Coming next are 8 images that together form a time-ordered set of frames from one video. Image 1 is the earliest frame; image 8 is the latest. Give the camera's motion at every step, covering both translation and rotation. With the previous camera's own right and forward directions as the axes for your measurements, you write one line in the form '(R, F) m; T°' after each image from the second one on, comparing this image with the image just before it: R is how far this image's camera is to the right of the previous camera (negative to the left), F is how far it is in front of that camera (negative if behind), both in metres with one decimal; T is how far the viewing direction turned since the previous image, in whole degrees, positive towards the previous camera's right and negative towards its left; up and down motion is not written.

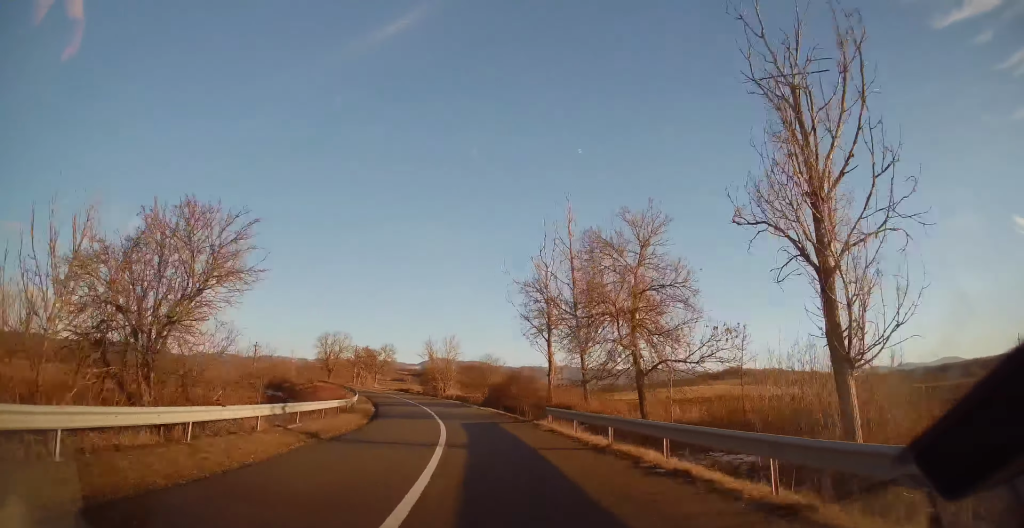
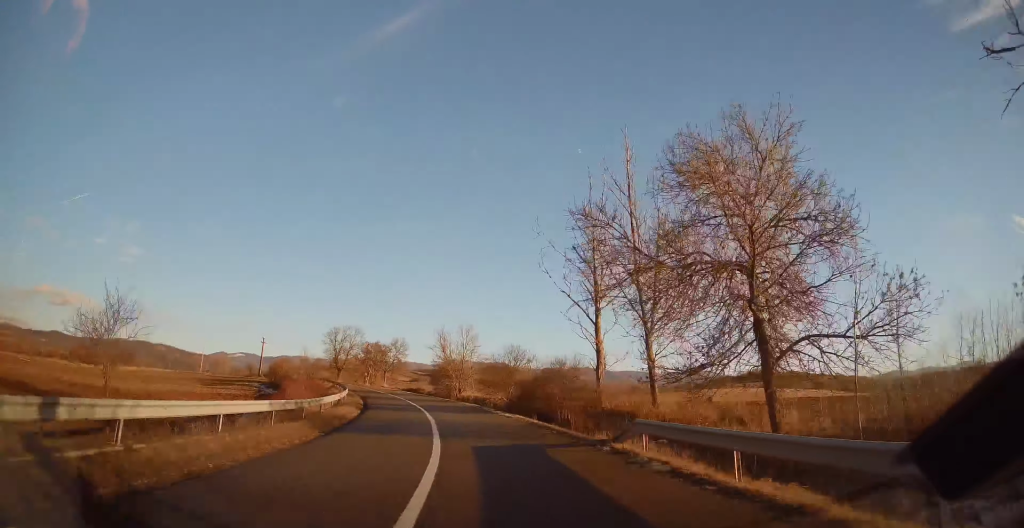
(-0.4, +10.7) m; -2°
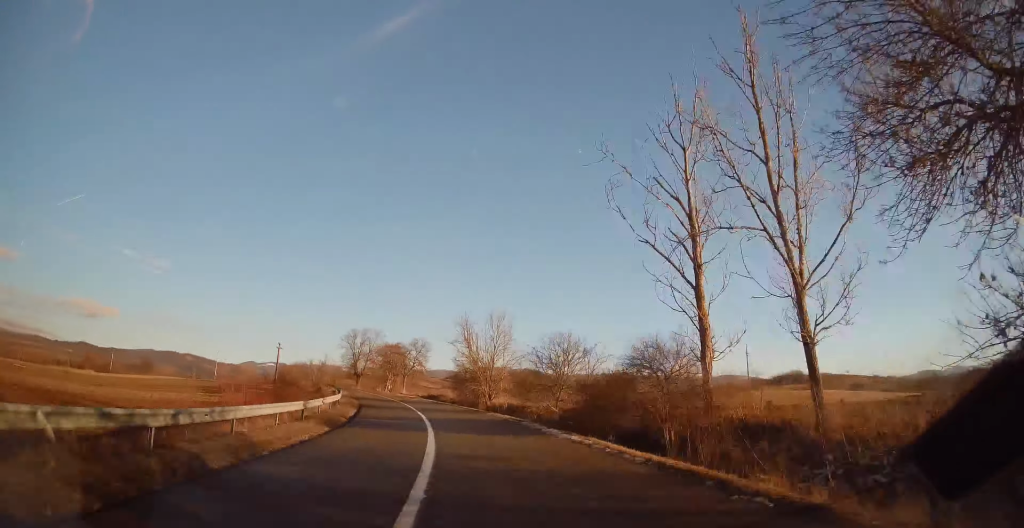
(-0.3, +11.4) m; -3°
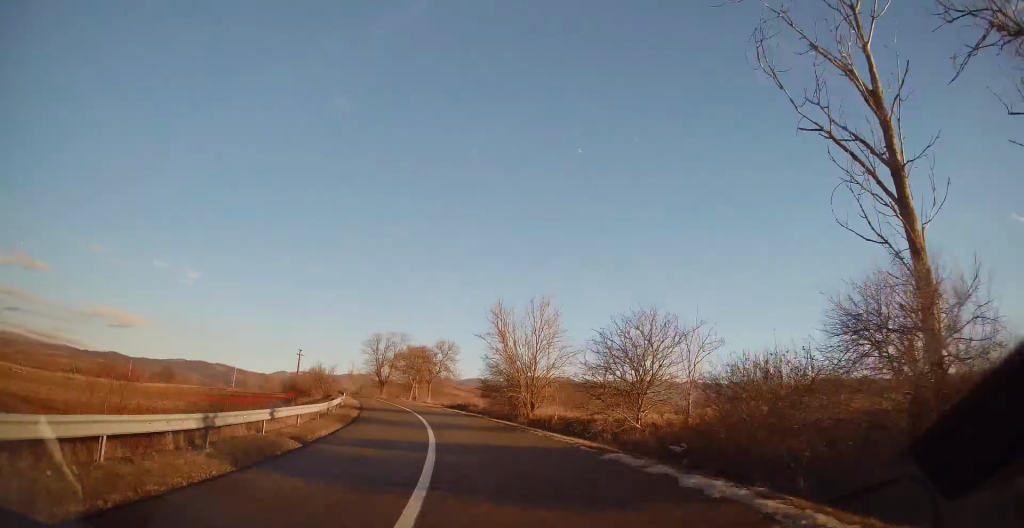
(0.0, +9.9) m; -3°
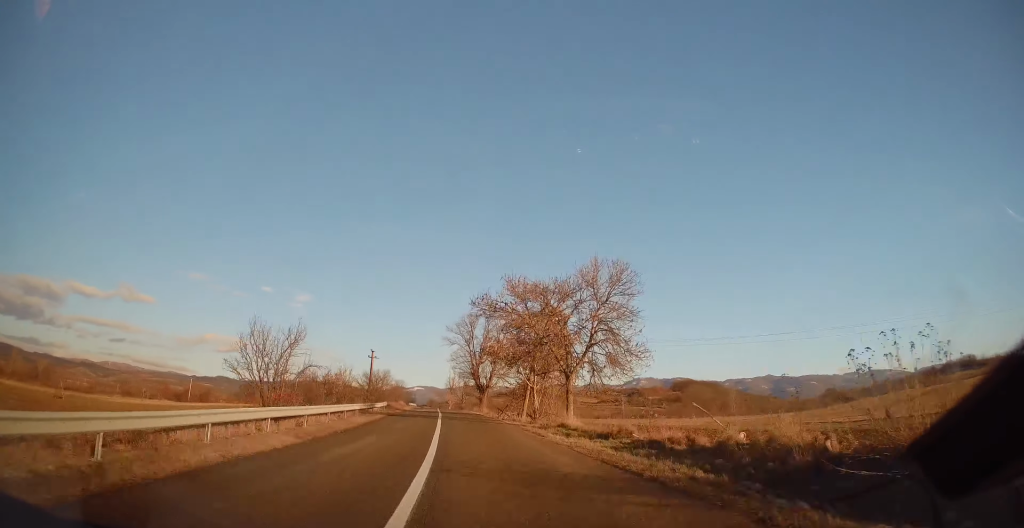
(-4.9, +40.6) m; -12°
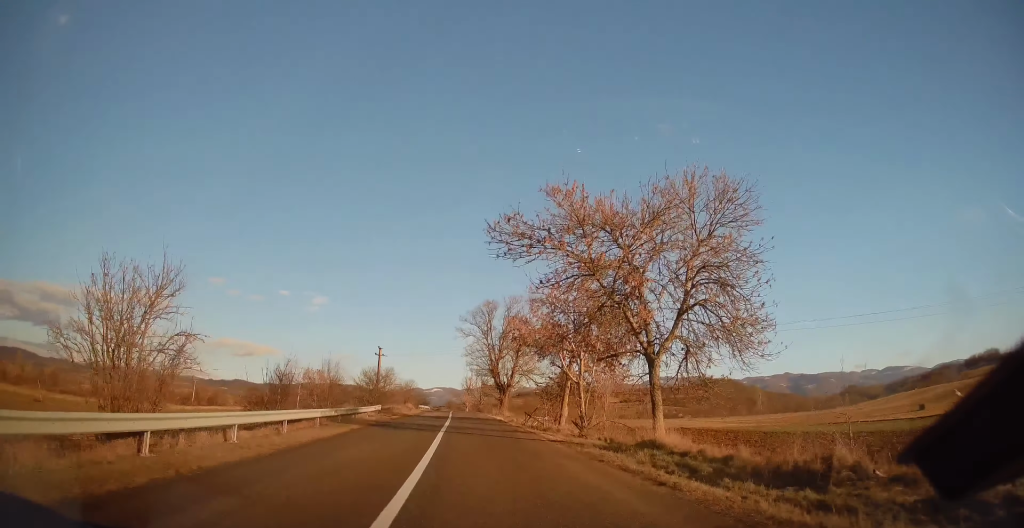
(-0.5, +10.6) m; -1°
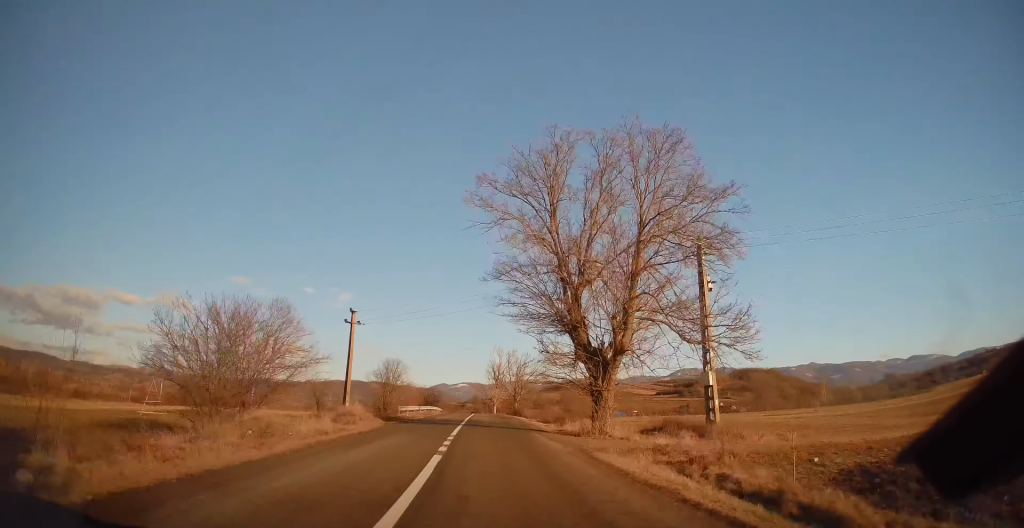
(-0.1, +39.4) m; -2°
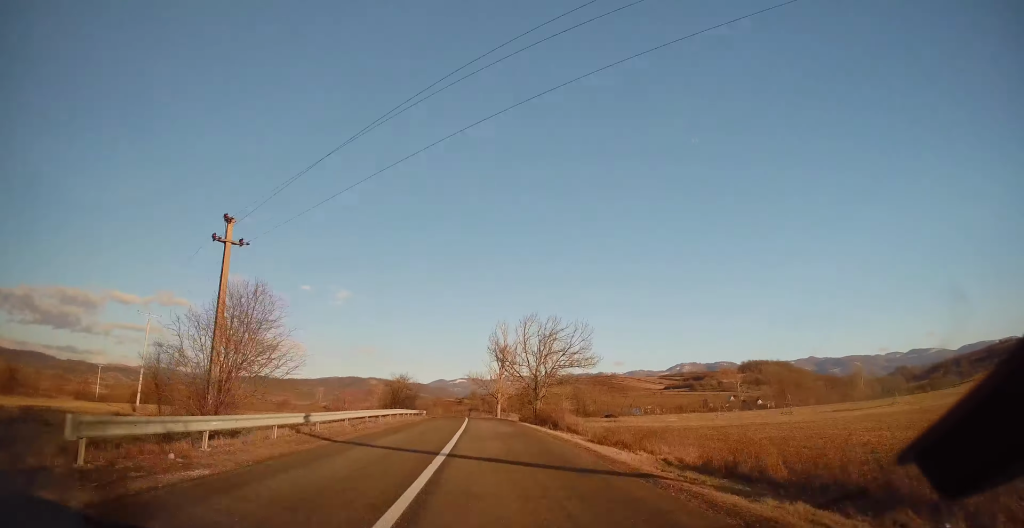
(-0.9, +31.2) m; -1°
